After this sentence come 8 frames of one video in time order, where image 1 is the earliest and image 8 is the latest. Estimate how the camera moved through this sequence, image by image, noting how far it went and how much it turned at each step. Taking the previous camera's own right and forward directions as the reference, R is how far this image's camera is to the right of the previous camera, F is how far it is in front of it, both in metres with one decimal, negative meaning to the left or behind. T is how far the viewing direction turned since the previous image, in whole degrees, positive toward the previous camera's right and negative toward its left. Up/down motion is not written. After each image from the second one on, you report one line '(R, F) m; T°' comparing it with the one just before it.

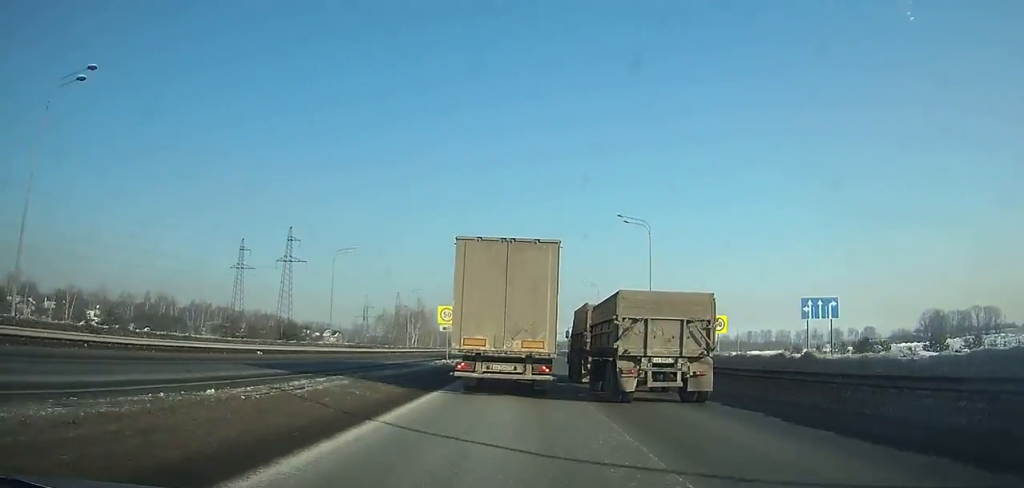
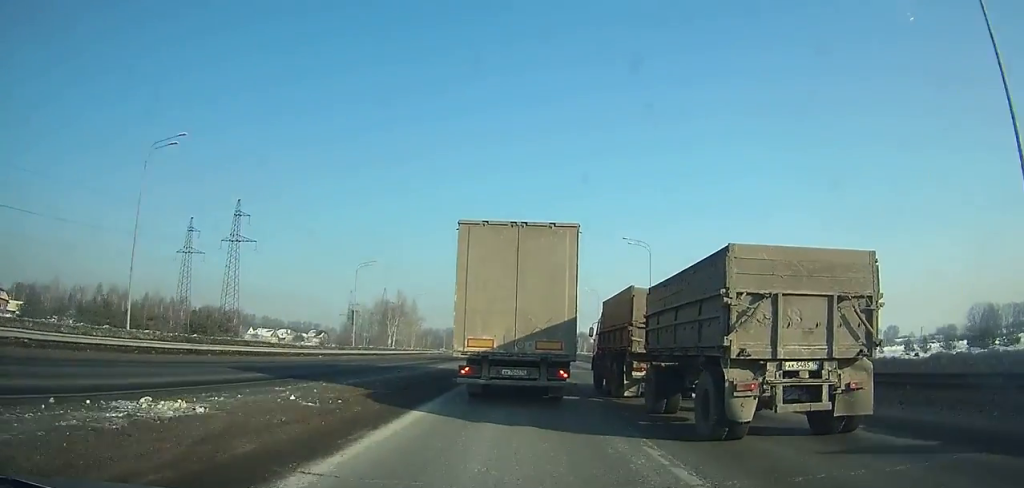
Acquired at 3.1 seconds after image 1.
(0.0, +33.0) m; 0°
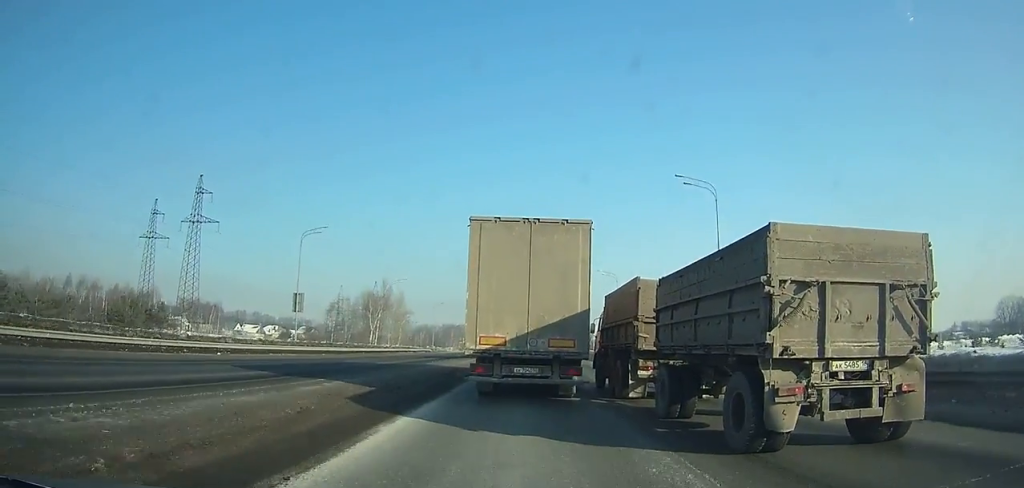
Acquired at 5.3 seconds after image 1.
(0.0, +18.1) m; 0°
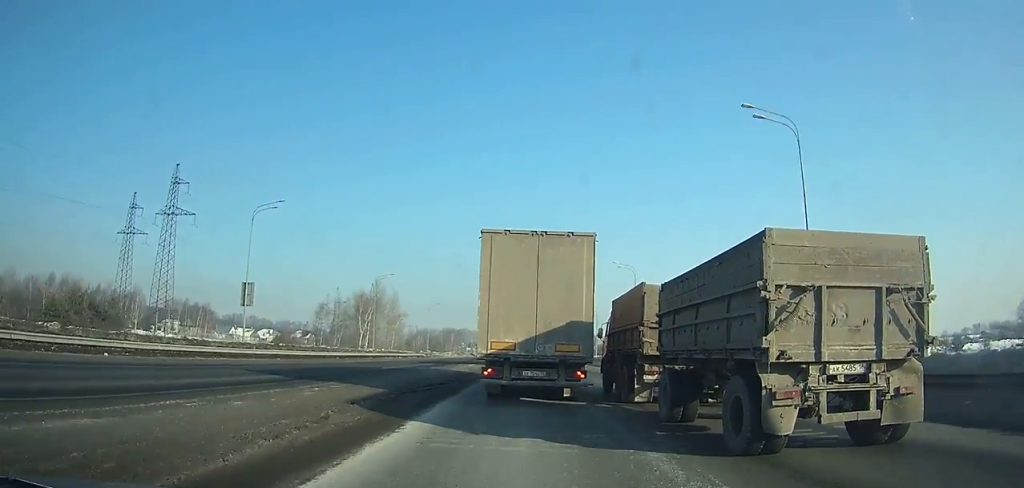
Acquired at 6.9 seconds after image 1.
(+0.1, +11.2) m; 0°
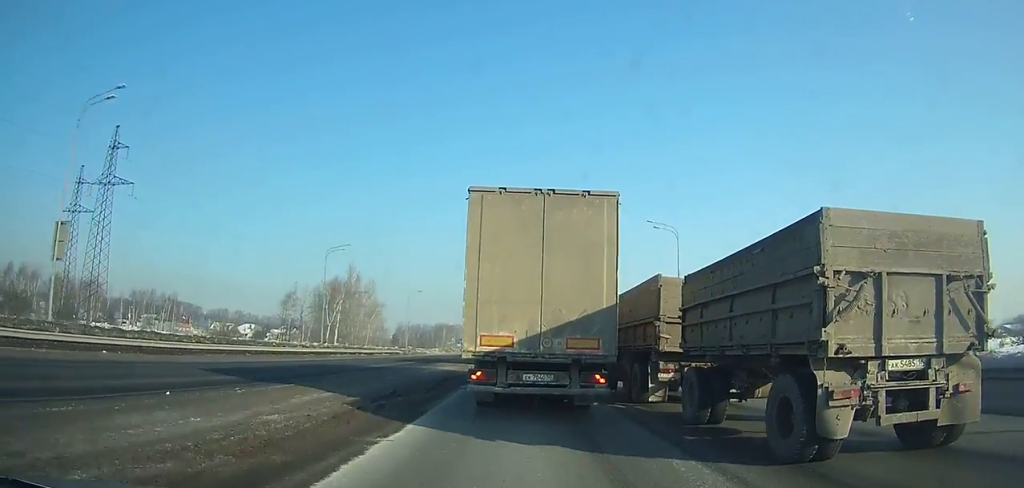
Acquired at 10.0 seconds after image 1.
(+0.1, +15.5) m; -1°
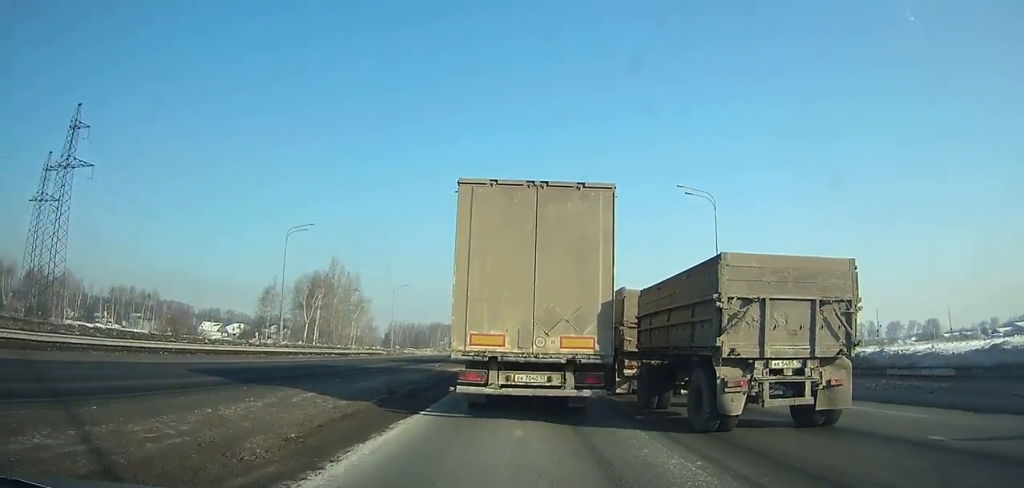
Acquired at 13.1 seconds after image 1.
(-0.3, +10.2) m; 0°
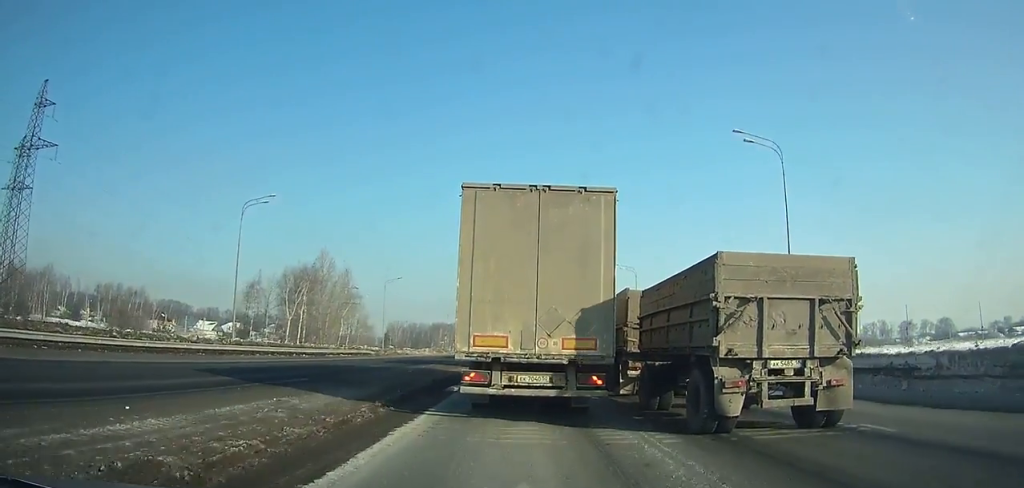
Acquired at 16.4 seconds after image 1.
(+0.2, +7.4) m; 0°
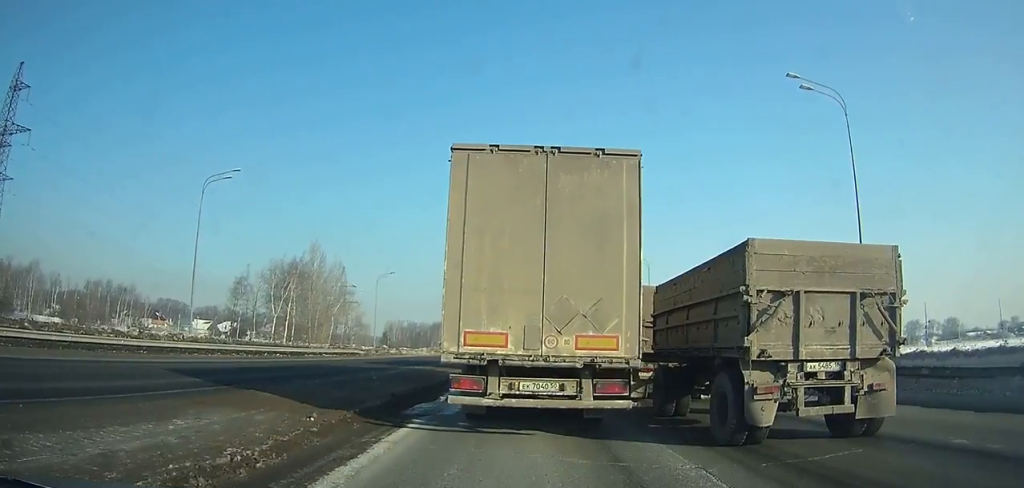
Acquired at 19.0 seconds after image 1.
(-0.1, +4.8) m; -3°
